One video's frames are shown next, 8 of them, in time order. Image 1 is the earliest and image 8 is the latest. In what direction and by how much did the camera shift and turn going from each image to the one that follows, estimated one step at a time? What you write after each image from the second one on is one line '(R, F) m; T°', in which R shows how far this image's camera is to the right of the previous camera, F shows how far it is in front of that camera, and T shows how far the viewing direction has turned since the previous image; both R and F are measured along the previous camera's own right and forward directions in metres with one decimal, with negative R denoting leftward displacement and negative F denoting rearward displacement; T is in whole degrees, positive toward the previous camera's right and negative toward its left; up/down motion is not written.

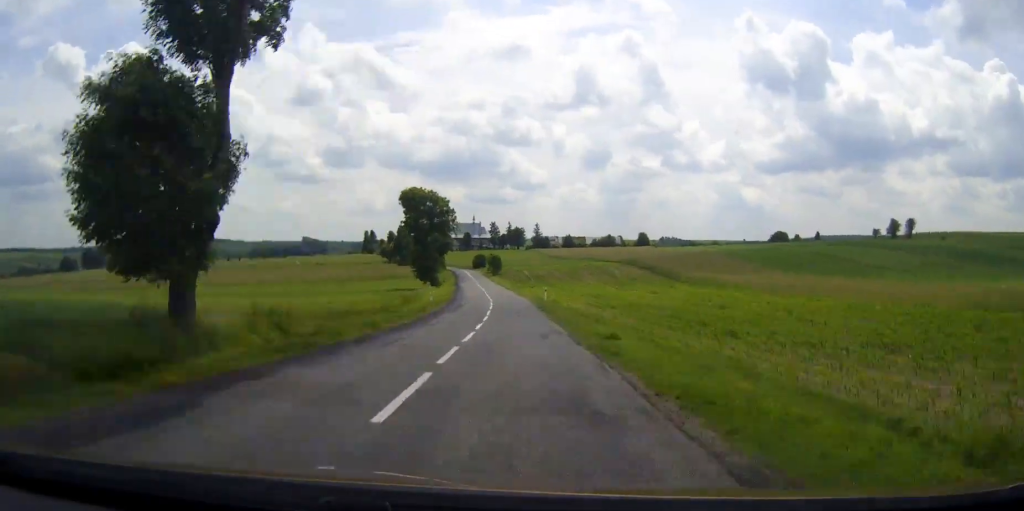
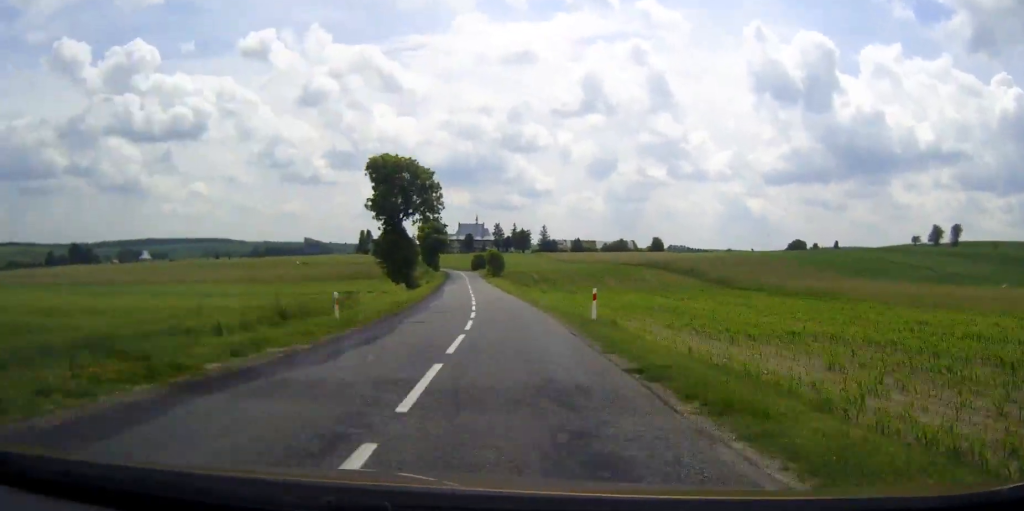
(0.0, +29.4) m; -1°
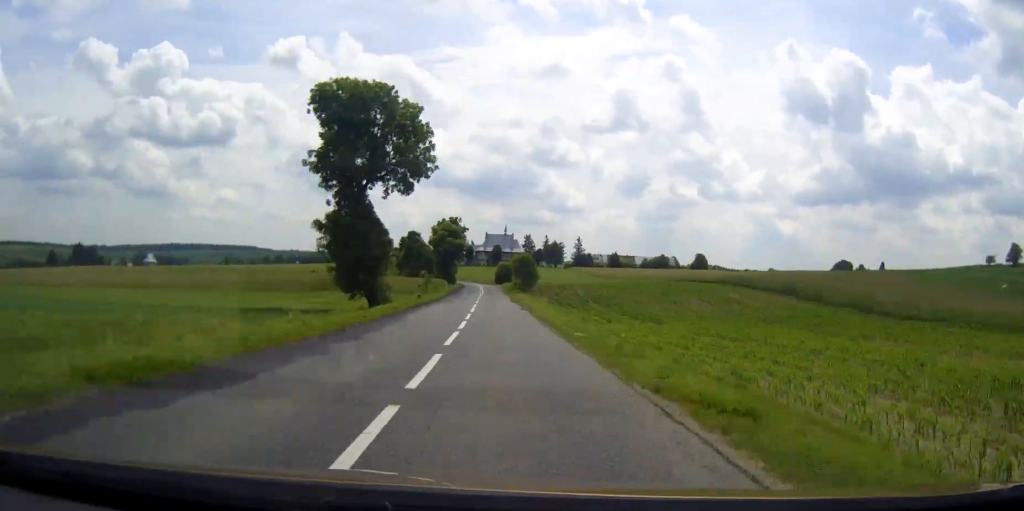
(-0.7, +33.5) m; -1°
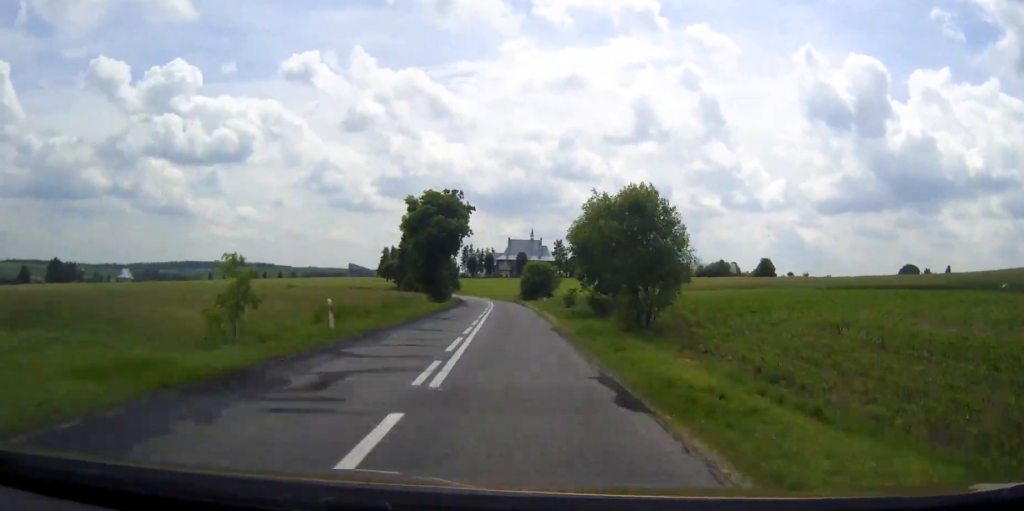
(-1.1, +65.3) m; -2°
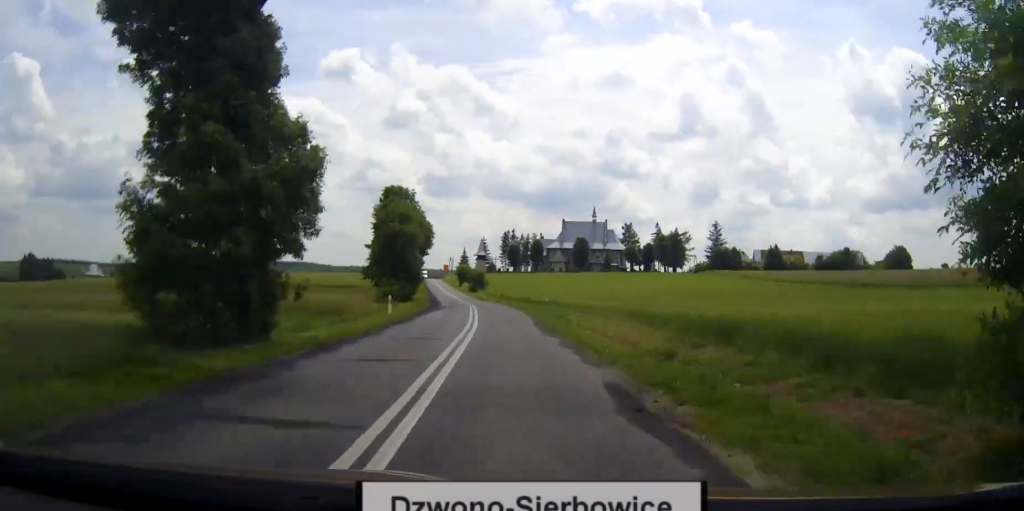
(-2.1, +81.6) m; -4°
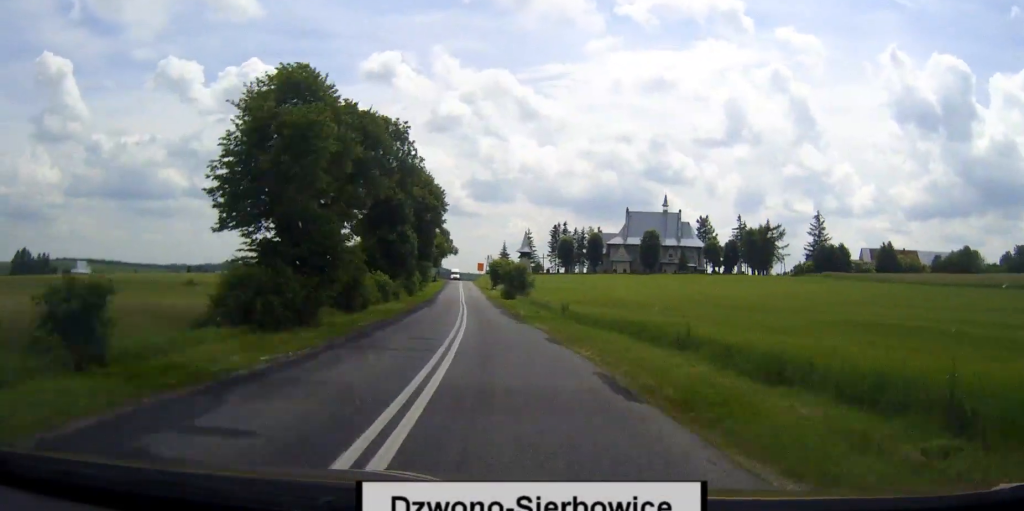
(-1.6, +45.5) m; -3°
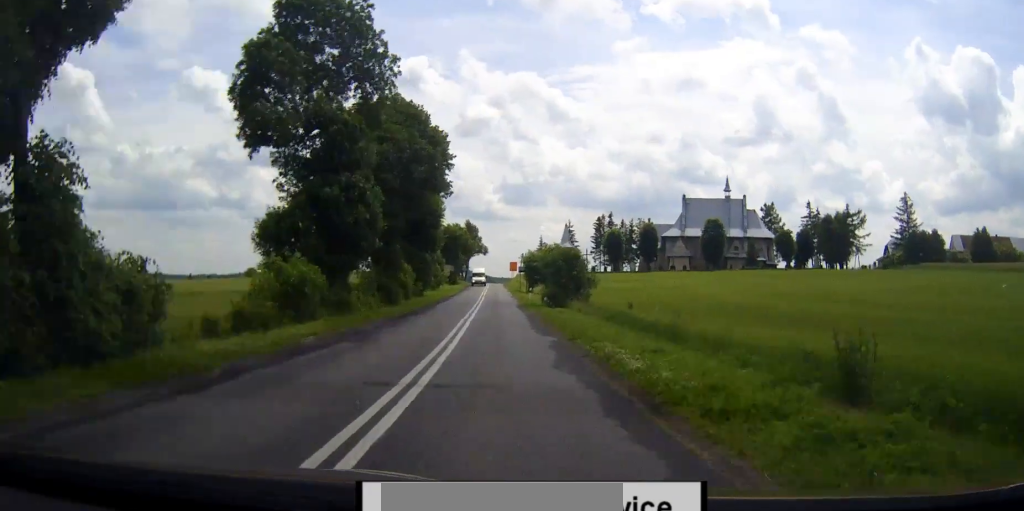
(-0.6, +28.7) m; -1°
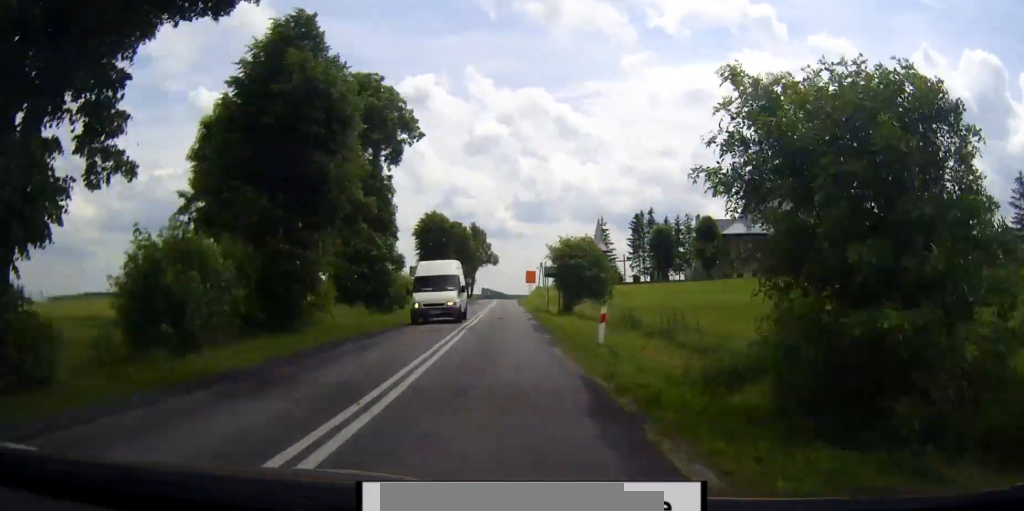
(-0.7, +38.1) m; -1°
